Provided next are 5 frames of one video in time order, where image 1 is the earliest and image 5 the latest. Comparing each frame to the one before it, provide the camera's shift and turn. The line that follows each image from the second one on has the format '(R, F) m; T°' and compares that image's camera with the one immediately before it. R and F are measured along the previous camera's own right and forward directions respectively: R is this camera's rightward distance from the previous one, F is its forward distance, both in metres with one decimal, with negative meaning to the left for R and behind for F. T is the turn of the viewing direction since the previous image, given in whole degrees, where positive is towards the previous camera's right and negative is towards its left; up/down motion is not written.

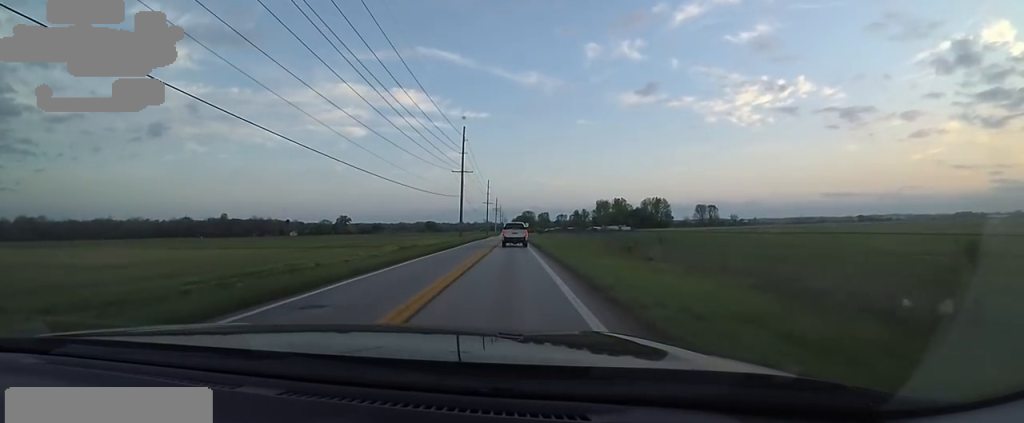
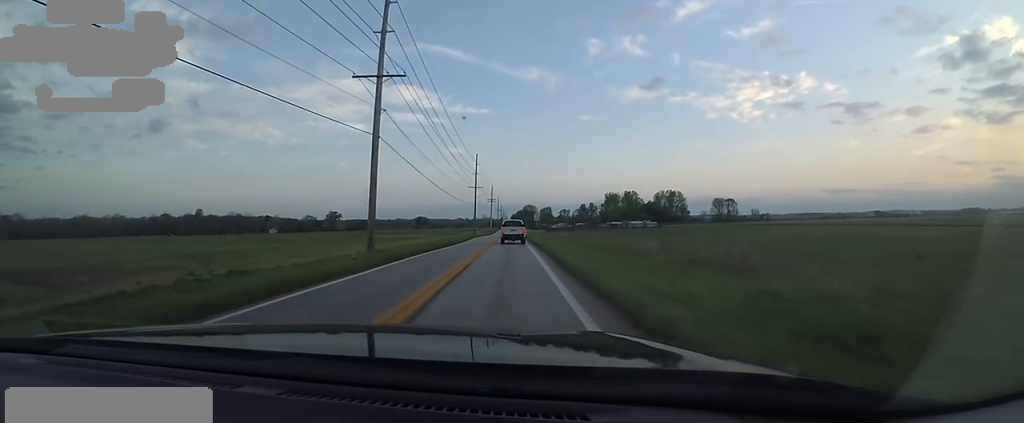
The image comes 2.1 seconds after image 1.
(+0.8, +41.7) m; -1°
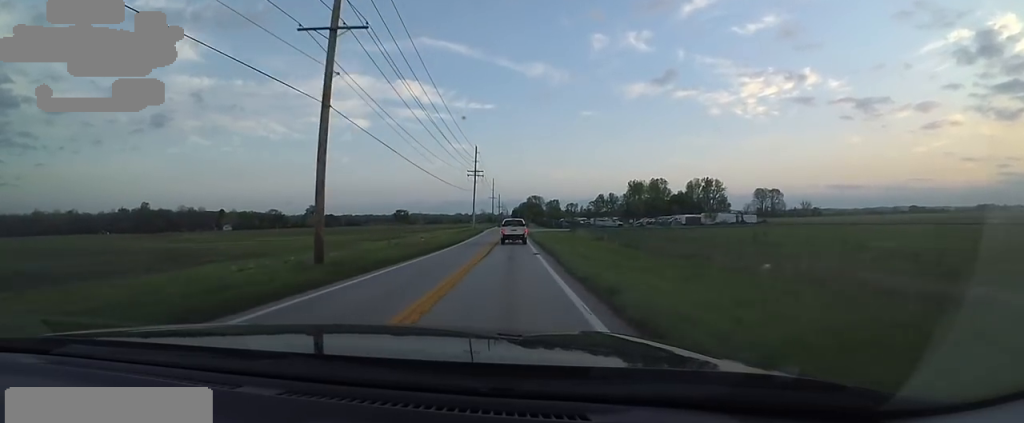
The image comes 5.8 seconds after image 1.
(+0.6, +75.1) m; 0°
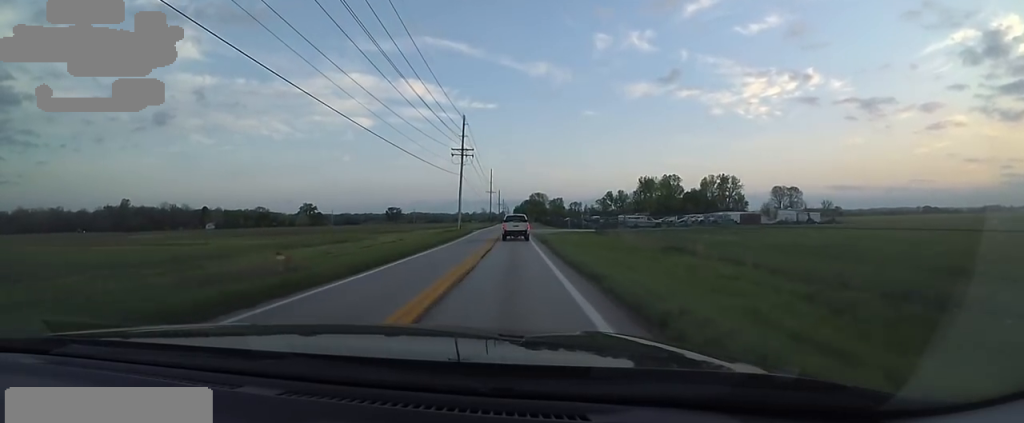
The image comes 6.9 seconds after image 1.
(+0.9, +22.9) m; +2°
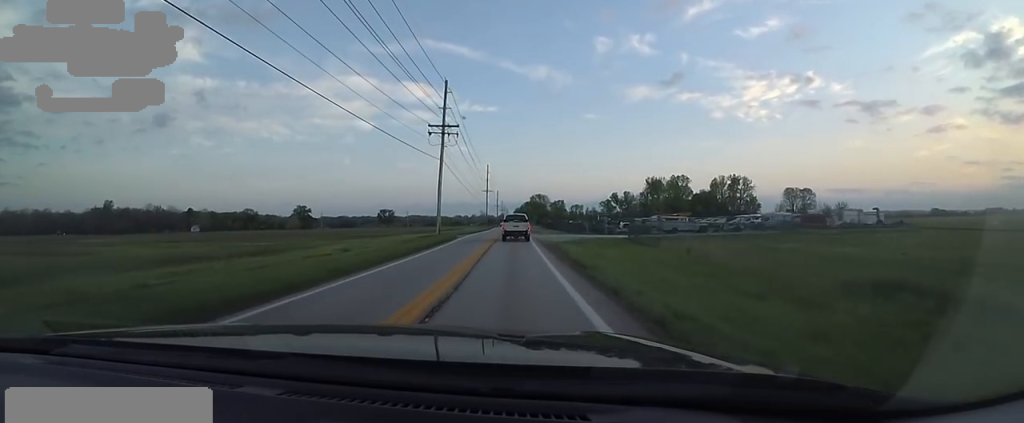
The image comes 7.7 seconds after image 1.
(0.0, +16.6) m; -1°
